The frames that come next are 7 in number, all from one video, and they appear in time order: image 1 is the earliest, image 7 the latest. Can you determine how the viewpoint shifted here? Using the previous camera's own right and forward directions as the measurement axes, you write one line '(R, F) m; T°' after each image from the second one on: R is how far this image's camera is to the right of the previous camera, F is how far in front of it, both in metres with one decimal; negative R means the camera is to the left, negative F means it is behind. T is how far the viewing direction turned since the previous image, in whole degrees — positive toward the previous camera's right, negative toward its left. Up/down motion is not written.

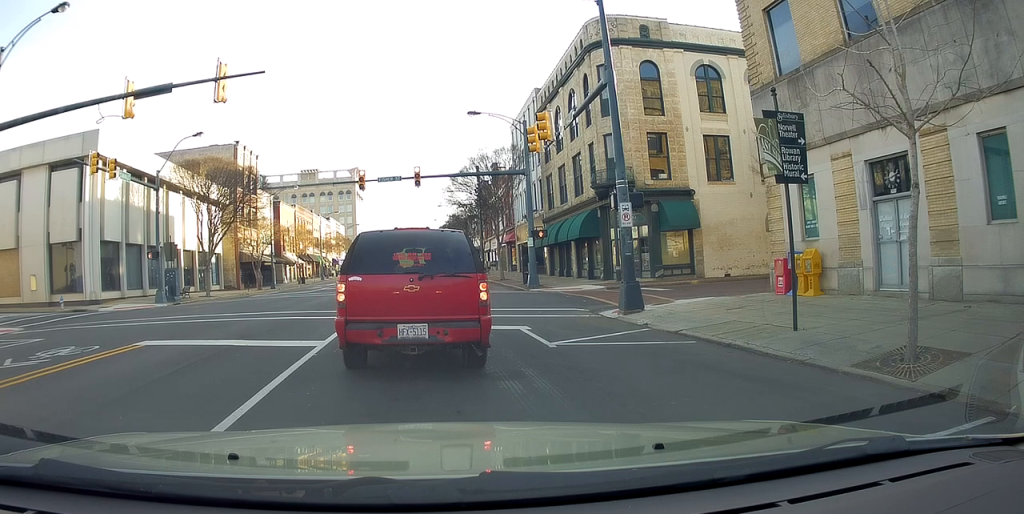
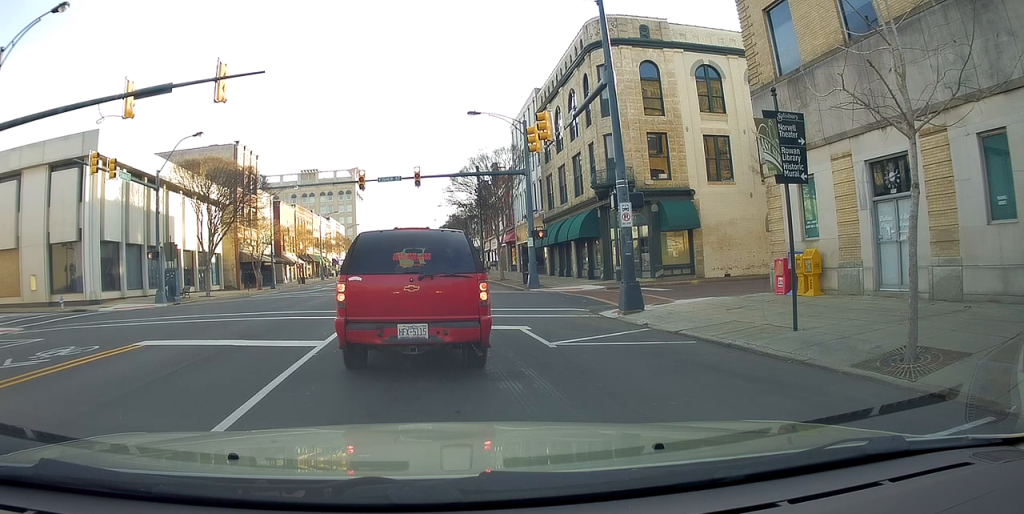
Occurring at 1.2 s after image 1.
(0.0, 0.0) m; 0°
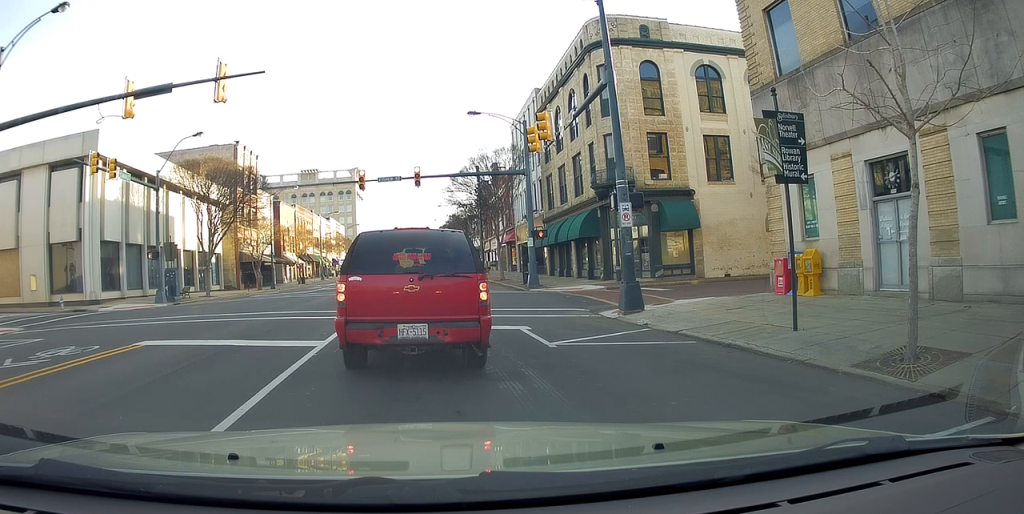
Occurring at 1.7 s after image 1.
(0.0, 0.0) m; 0°
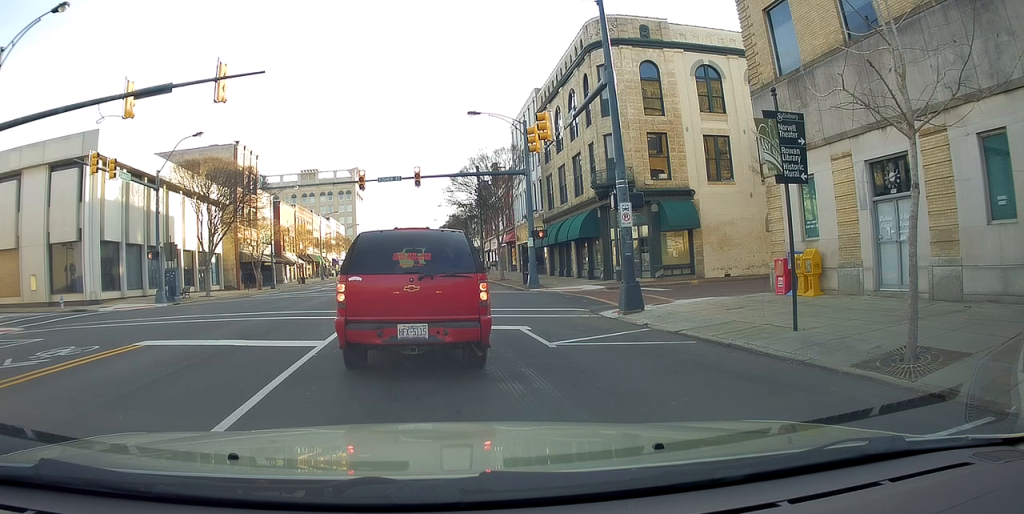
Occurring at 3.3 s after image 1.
(0.0, 0.0) m; 0°
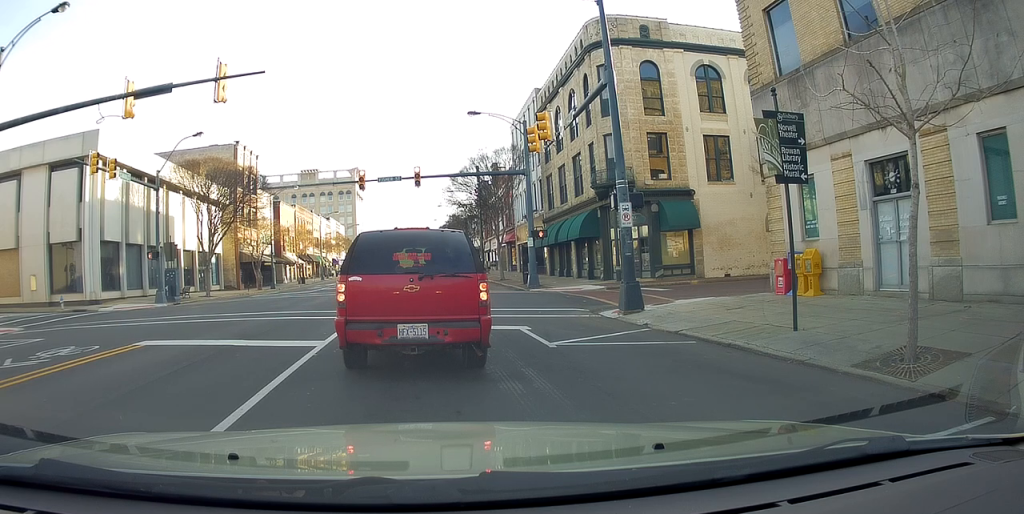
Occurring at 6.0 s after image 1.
(0.0, 0.0) m; 0°
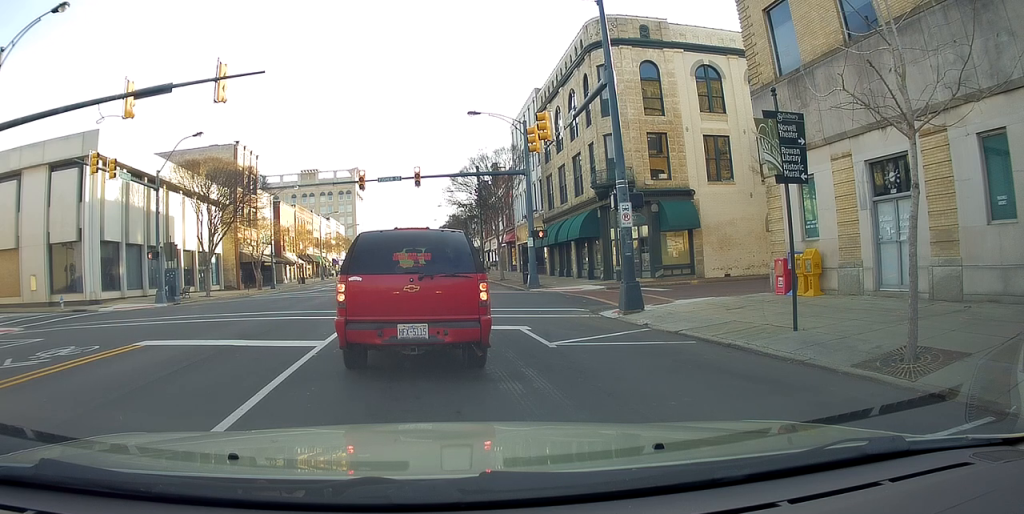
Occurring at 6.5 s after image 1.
(0.0, 0.0) m; 0°
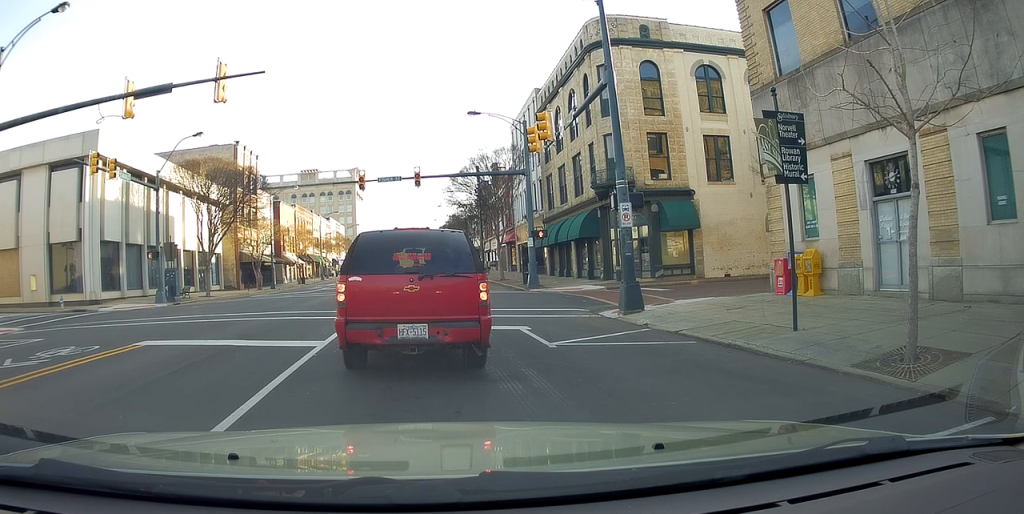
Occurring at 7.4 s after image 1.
(0.0, 0.0) m; 0°
